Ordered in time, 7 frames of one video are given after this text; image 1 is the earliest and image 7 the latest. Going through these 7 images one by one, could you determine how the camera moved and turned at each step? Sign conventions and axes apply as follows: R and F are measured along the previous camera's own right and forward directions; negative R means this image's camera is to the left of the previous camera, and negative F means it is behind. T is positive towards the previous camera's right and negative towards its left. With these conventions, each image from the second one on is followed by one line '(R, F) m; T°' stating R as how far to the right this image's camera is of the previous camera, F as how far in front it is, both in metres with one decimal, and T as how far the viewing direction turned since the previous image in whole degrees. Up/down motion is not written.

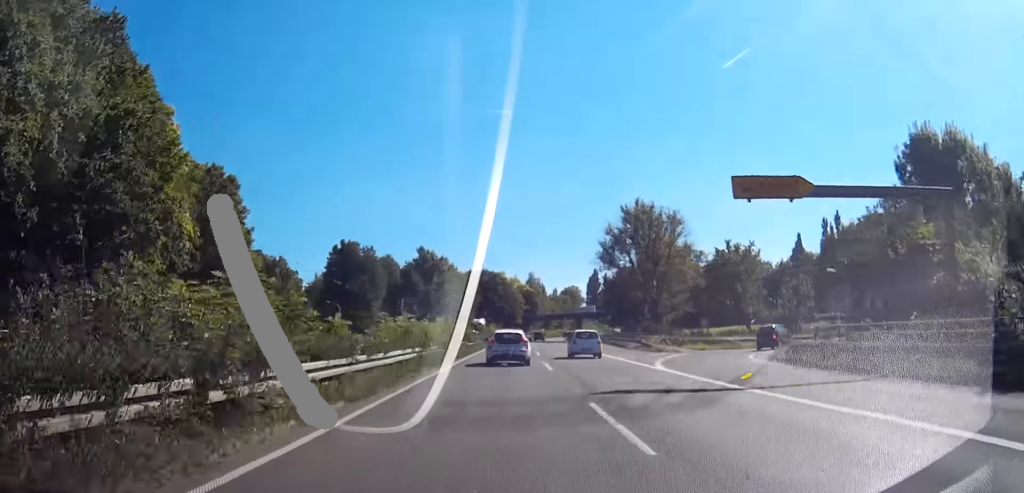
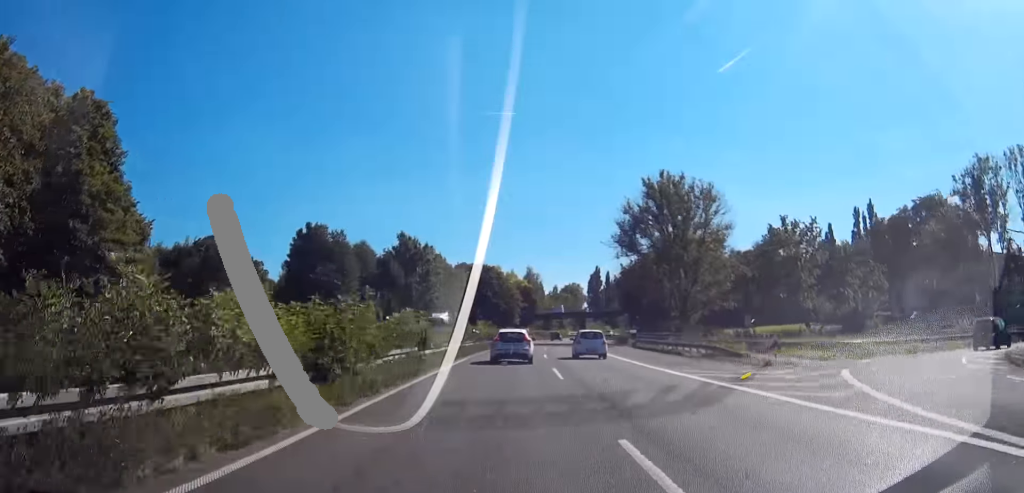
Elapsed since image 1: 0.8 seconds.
(+0.1, +23.2) m; +1°
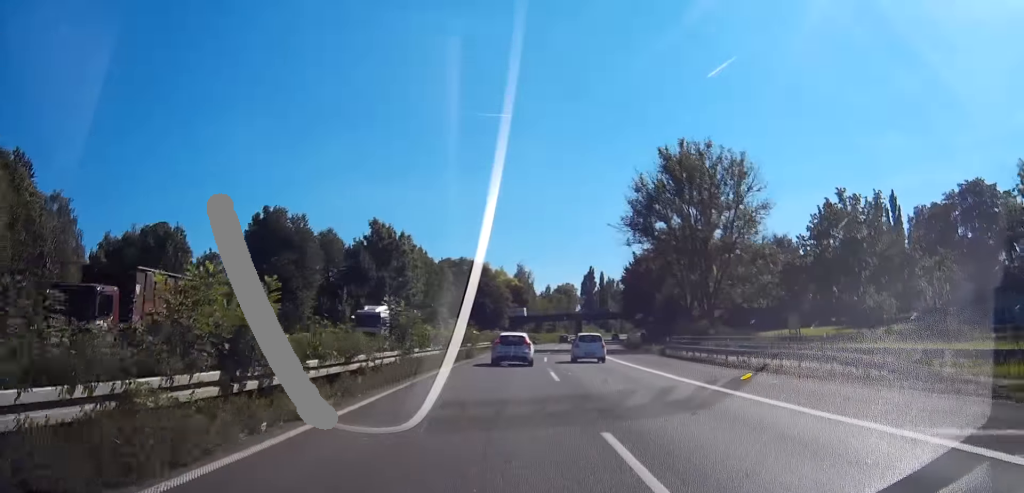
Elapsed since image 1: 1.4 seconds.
(+0.1, +17.5) m; +1°
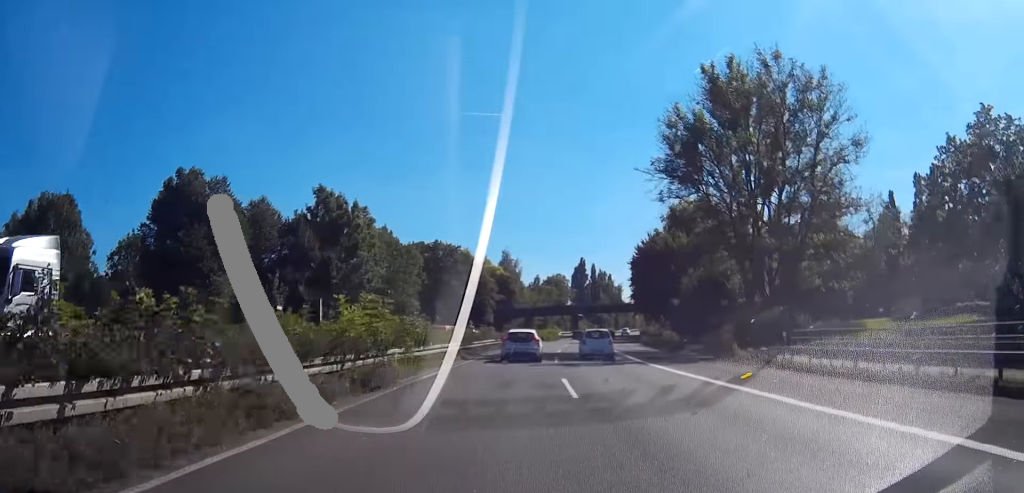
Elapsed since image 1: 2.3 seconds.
(+0.4, +25.6) m; +2°
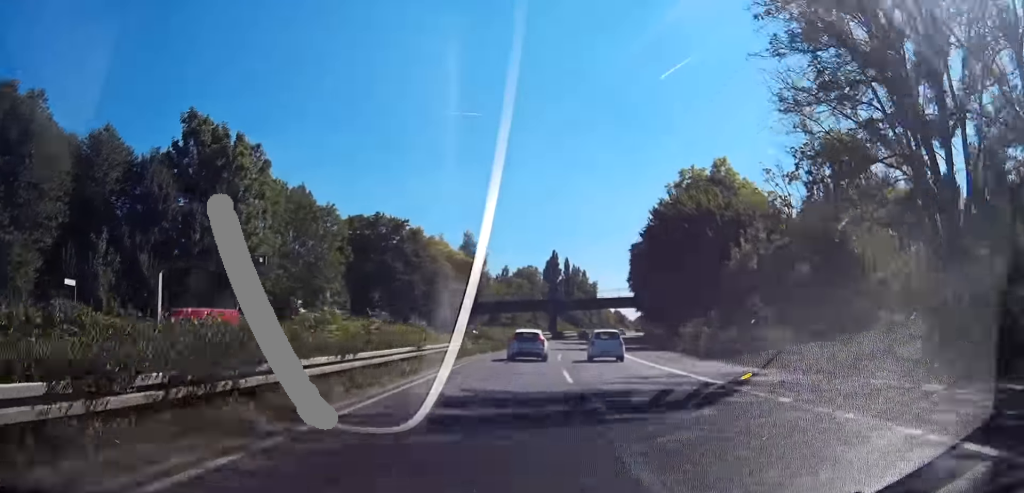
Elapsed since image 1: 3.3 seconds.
(+0.9, +32.1) m; +4°
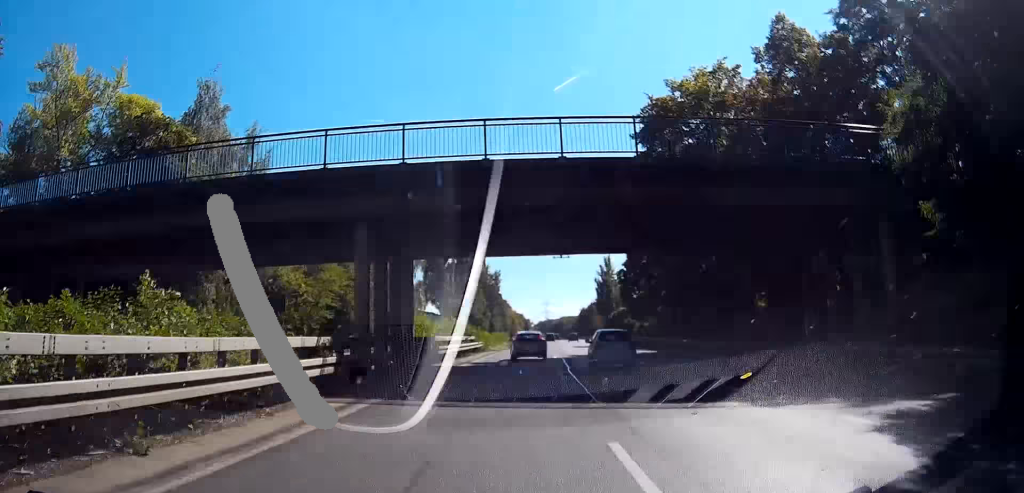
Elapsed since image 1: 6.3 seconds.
(+5.1, +92.9) m; +5°
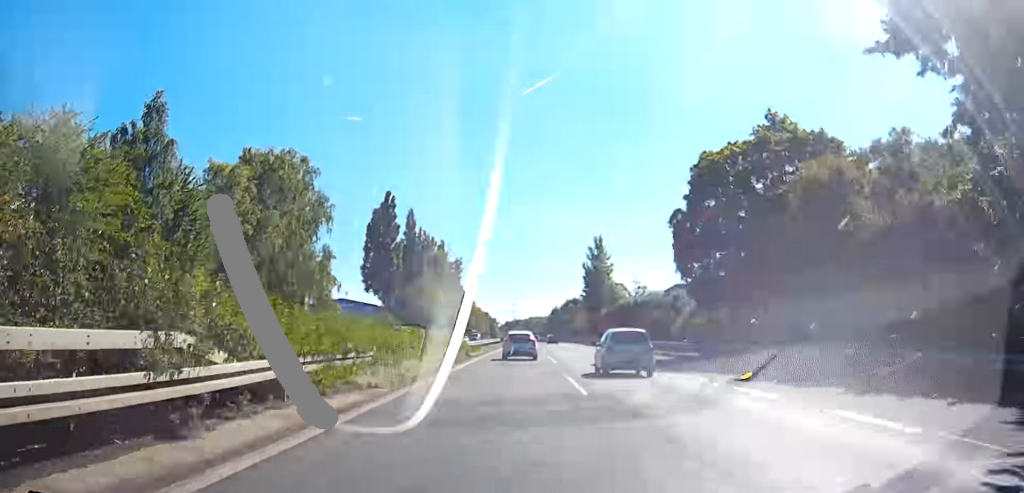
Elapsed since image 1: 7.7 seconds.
(0.0, +43.8) m; 0°
